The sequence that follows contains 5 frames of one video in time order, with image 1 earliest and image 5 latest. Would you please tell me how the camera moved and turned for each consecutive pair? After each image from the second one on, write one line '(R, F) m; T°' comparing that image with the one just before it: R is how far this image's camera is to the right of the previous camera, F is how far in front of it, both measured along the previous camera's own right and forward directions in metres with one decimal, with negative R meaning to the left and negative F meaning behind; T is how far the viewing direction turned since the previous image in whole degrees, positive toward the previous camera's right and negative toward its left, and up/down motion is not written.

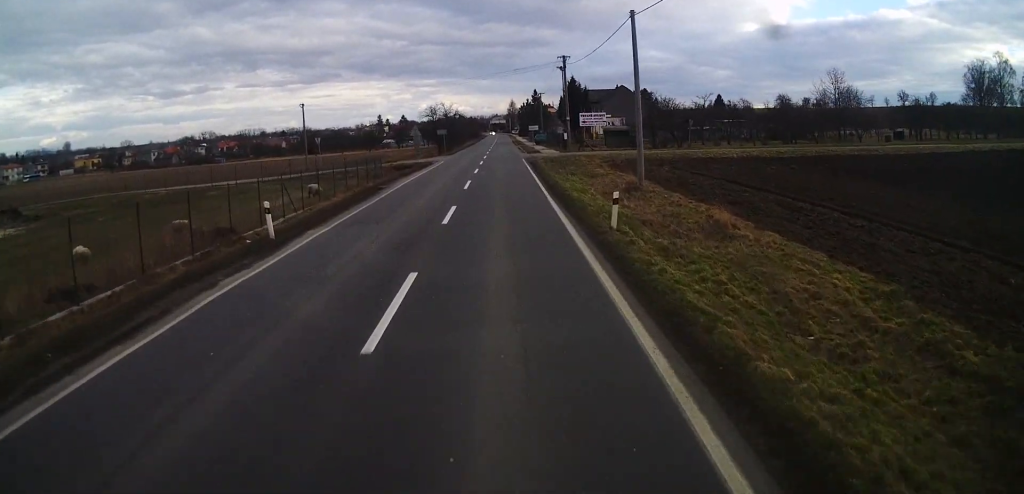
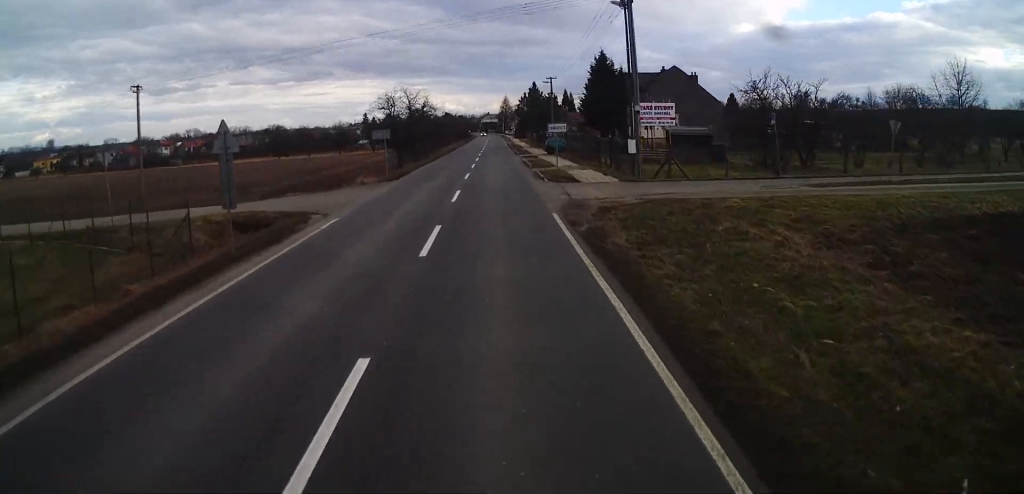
(+0.1, +30.4) m; +1°
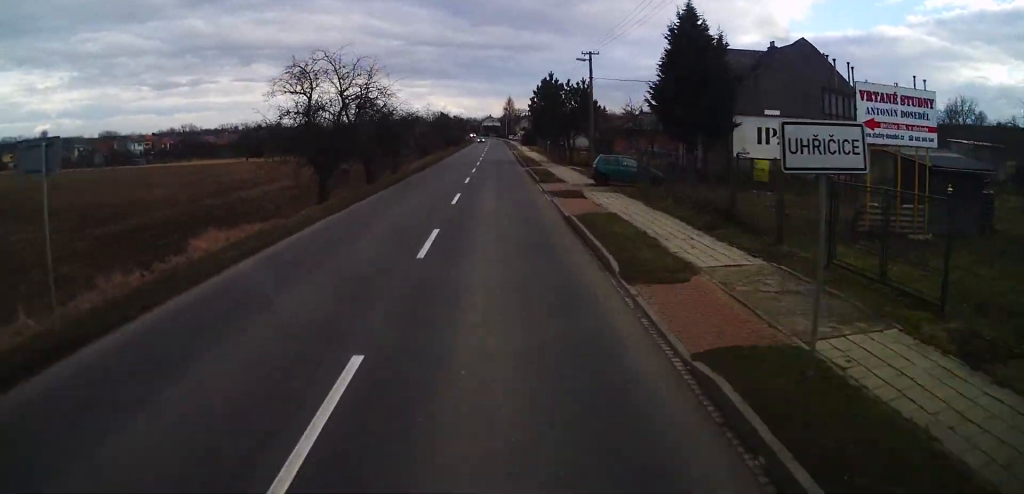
(+0.1, +27.3) m; -1°
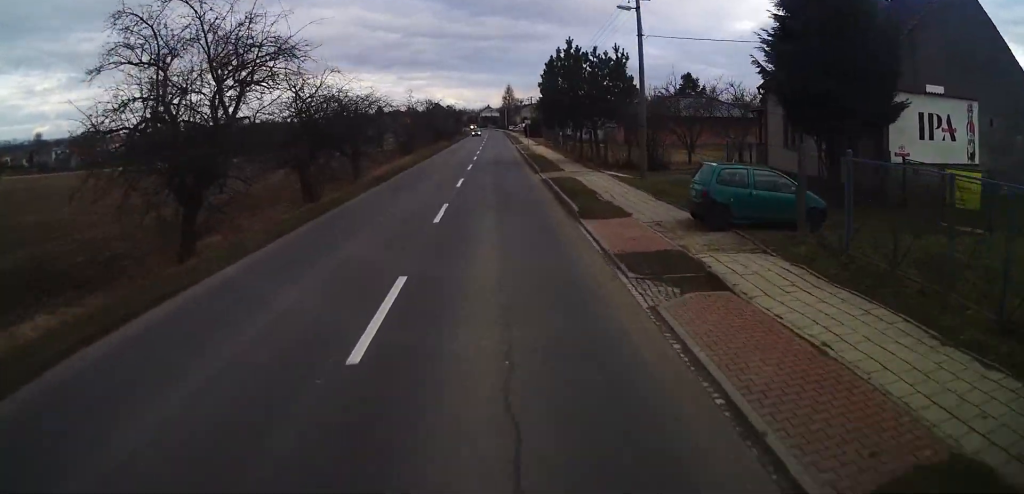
(-0.1, +15.2) m; 0°
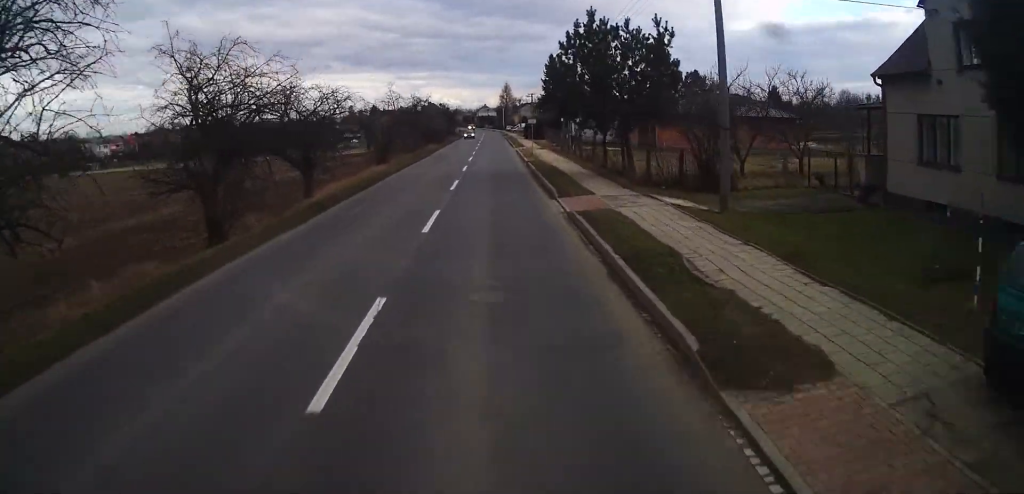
(0.0, +10.4) m; 0°
